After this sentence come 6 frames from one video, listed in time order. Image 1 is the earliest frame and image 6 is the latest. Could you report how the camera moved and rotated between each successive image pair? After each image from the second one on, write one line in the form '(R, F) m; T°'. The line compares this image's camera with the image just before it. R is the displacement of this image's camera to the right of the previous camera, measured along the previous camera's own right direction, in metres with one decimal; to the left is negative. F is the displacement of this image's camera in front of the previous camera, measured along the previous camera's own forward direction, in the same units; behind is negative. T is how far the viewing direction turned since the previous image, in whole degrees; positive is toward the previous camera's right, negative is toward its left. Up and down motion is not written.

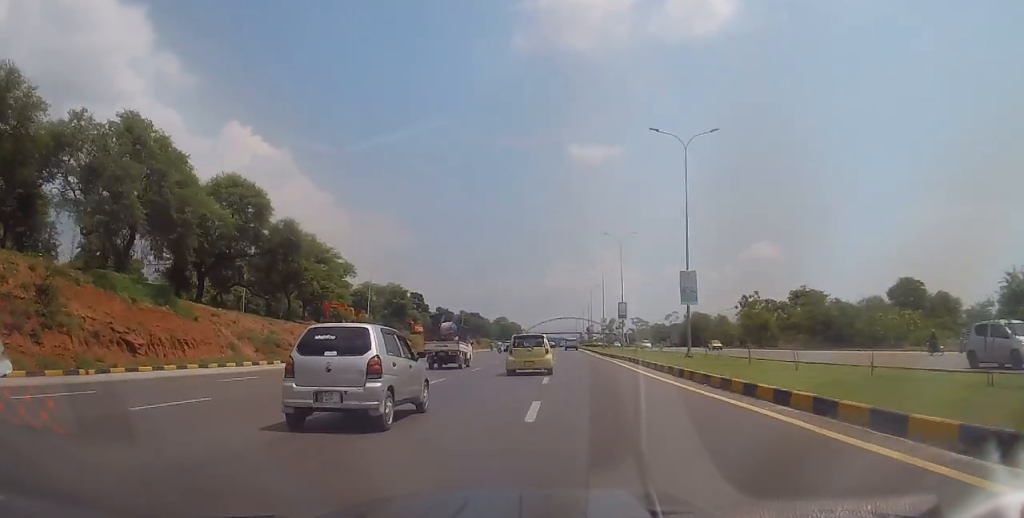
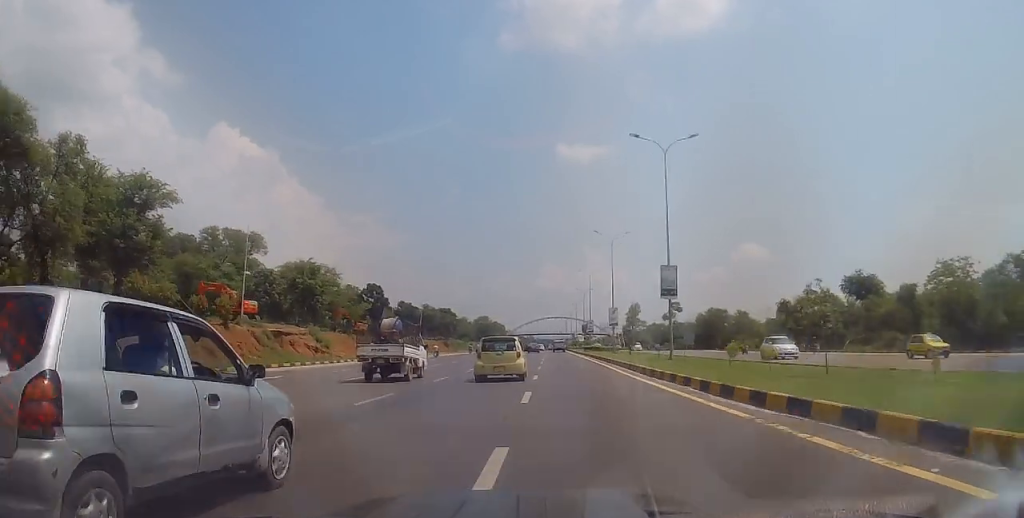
(-0.1, +32.4) m; 0°
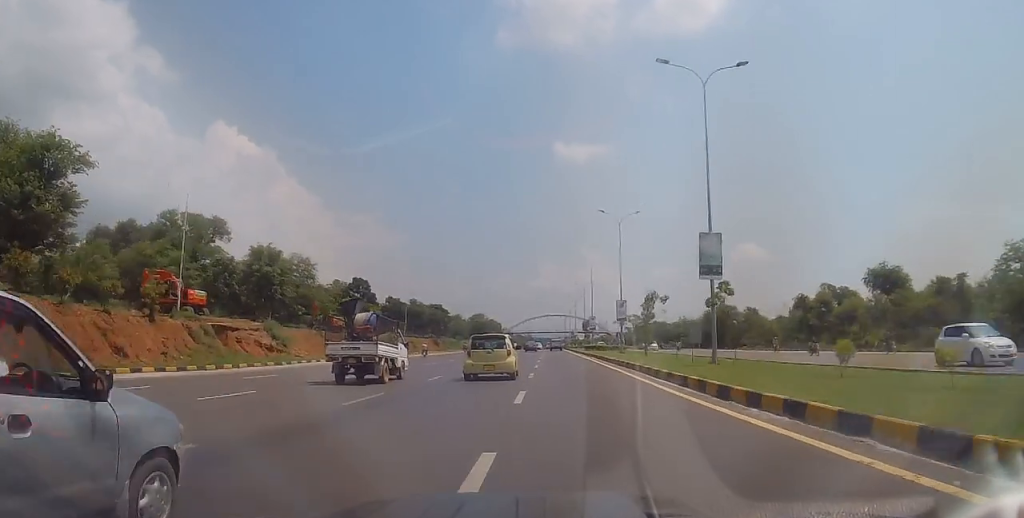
(+0.1, +9.5) m; 0°
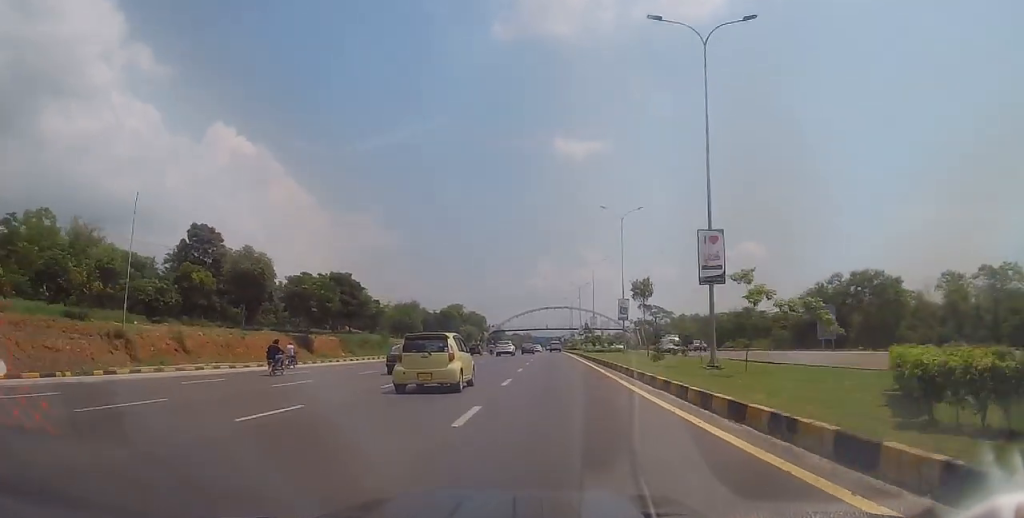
(-0.1, +67.3) m; -1°
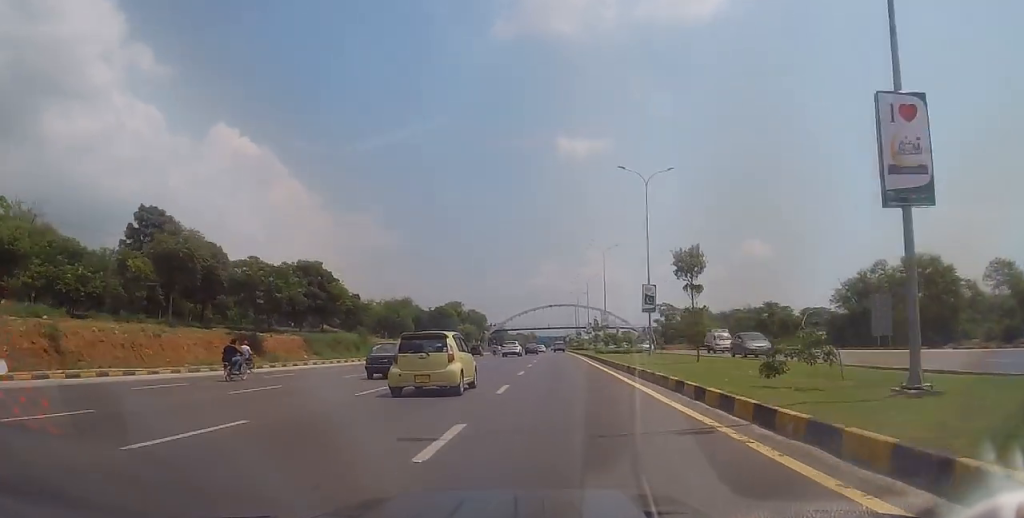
(+0.3, +12.1) m; 0°
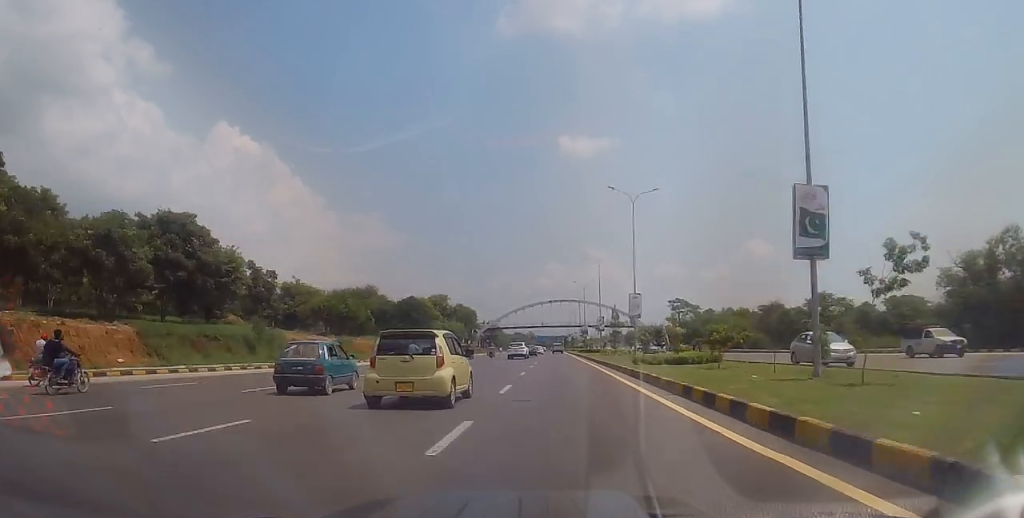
(-0.1, +26.5) m; 0°
